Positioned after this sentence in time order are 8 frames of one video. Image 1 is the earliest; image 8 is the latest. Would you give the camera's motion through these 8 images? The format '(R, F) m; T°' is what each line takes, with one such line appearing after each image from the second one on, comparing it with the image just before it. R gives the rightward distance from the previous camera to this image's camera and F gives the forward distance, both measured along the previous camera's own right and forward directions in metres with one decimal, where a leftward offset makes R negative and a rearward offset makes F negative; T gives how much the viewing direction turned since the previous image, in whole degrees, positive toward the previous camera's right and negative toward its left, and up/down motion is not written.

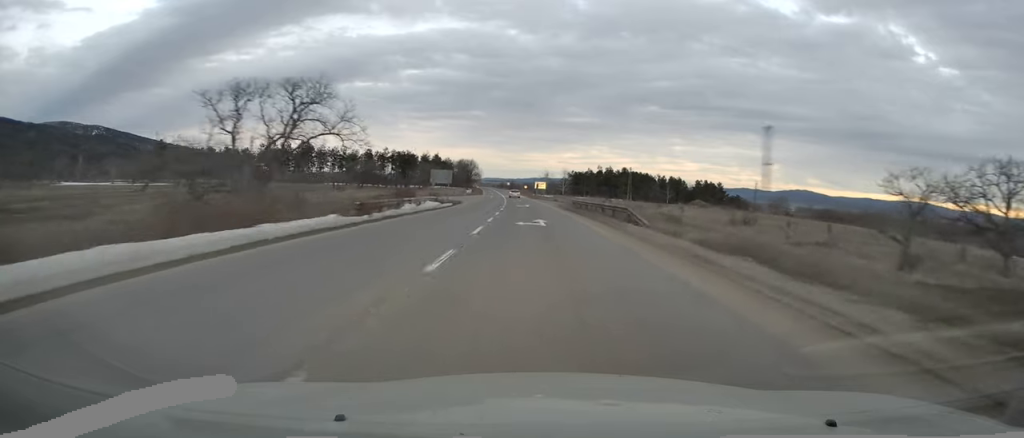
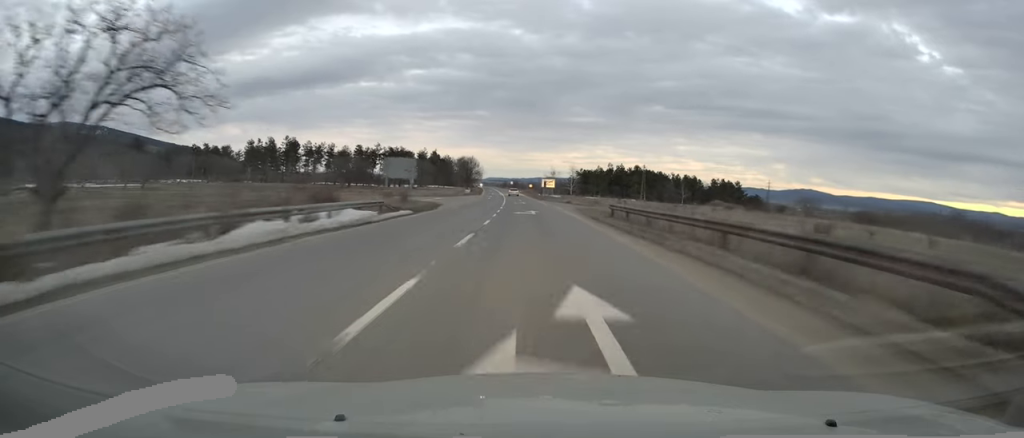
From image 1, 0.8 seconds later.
(-0.2, +18.8) m; 0°
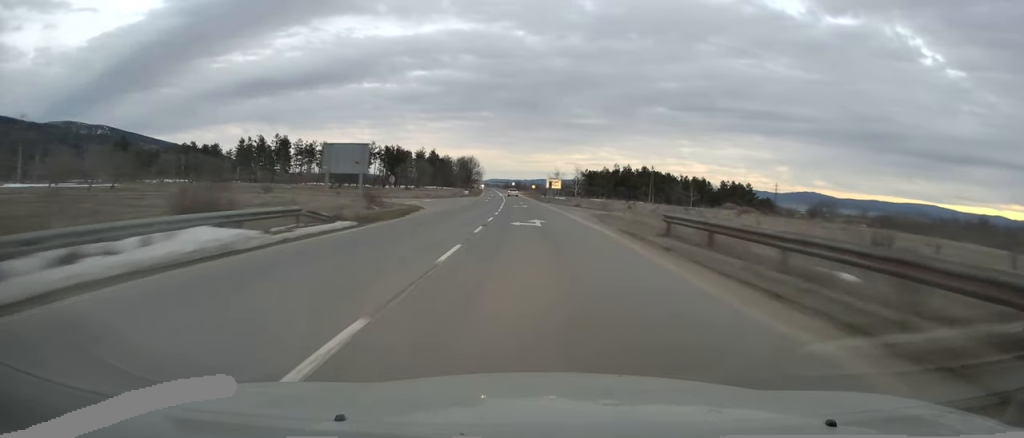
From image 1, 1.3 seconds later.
(+0.1, +10.6) m; +1°
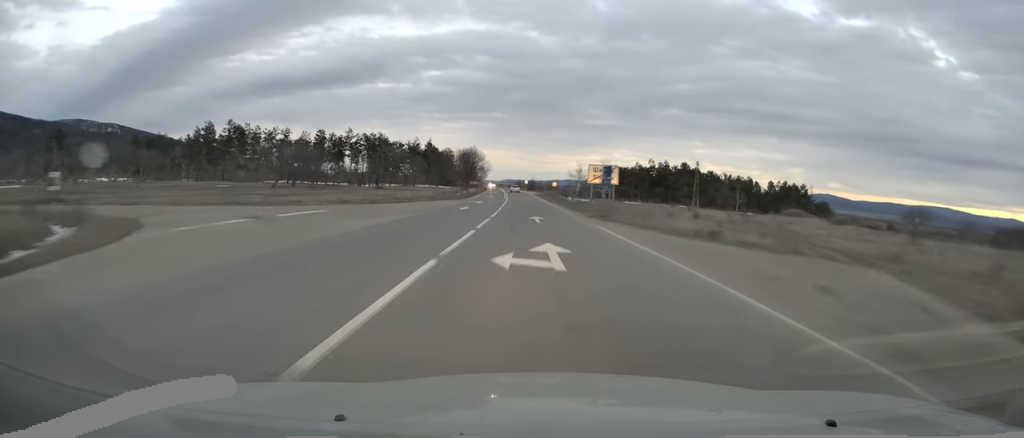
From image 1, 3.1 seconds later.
(-0.3, +40.7) m; -2°
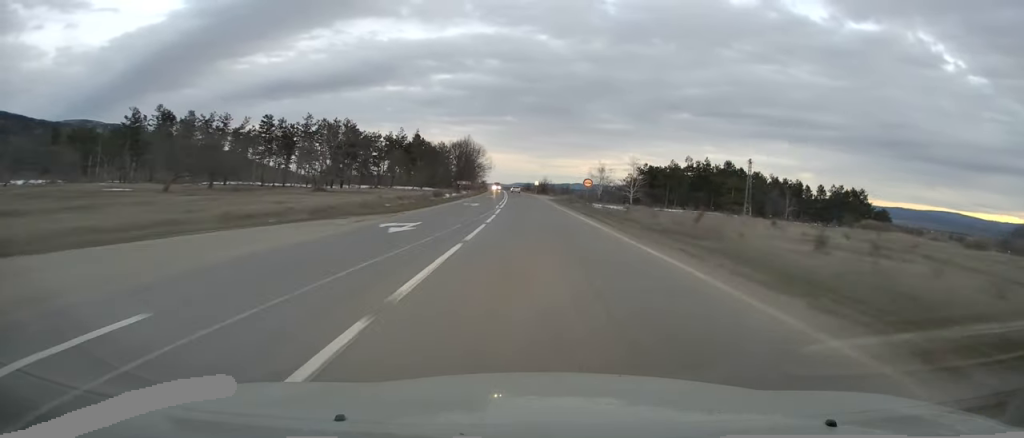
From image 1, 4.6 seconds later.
(-0.5, +35.8) m; 0°
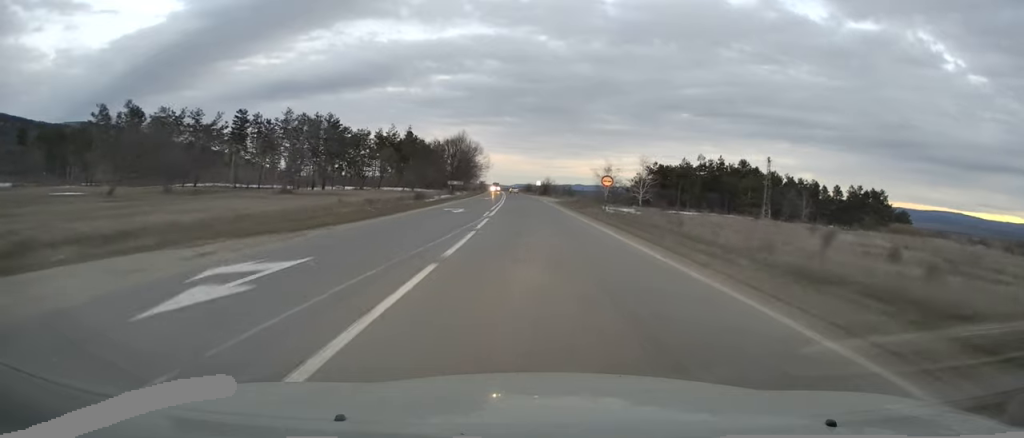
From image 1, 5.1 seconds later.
(+0.1, +11.0) m; 0°
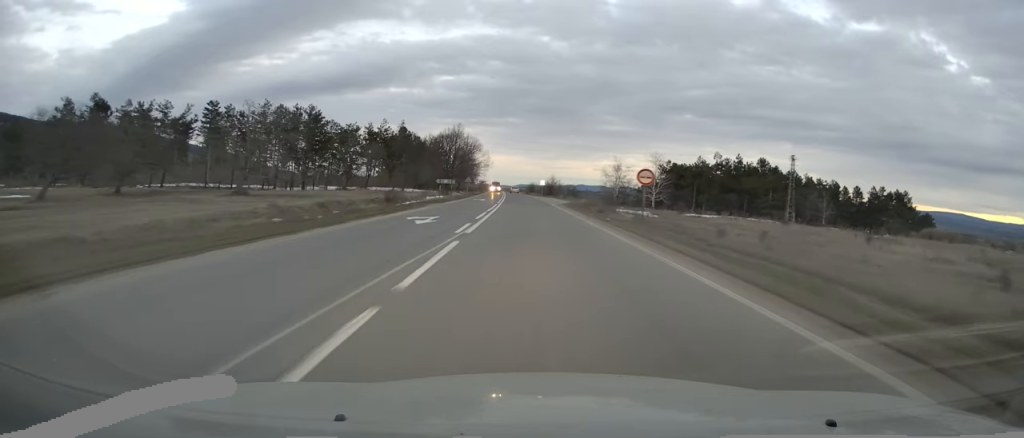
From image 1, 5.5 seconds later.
(+0.2, +11.0) m; 0°
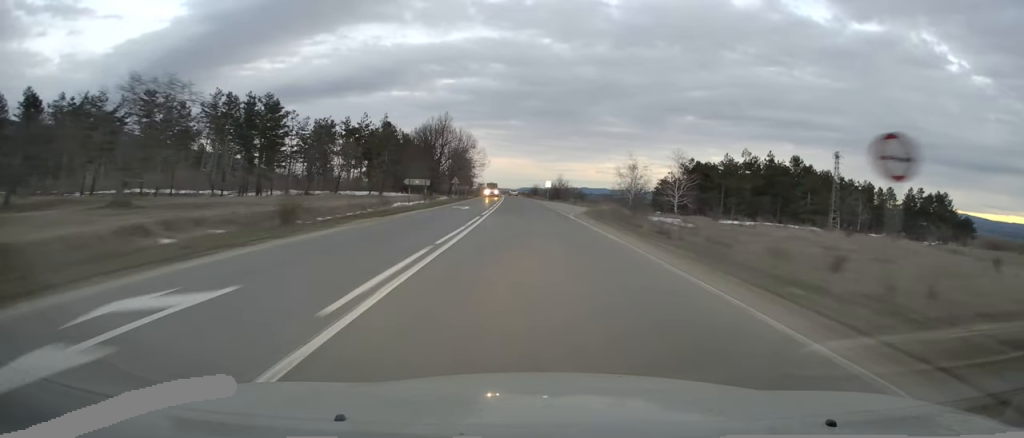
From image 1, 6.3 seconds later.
(-0.3, +17.4) m; -1°
